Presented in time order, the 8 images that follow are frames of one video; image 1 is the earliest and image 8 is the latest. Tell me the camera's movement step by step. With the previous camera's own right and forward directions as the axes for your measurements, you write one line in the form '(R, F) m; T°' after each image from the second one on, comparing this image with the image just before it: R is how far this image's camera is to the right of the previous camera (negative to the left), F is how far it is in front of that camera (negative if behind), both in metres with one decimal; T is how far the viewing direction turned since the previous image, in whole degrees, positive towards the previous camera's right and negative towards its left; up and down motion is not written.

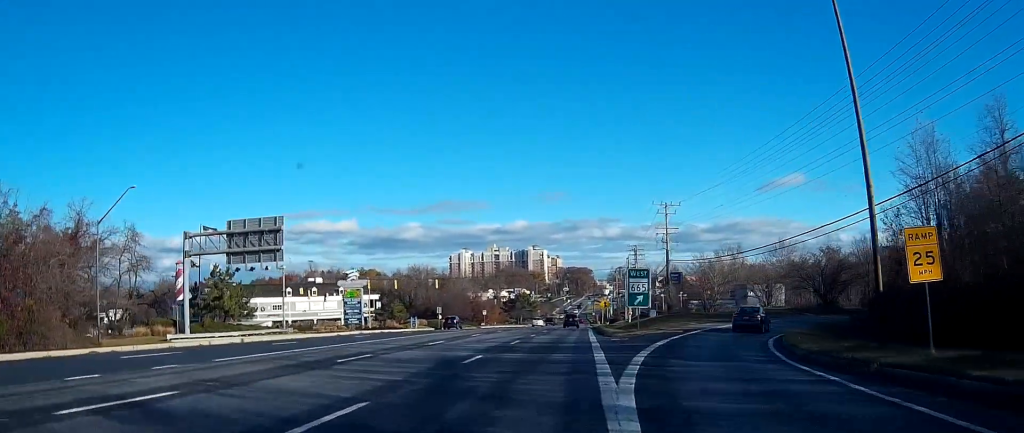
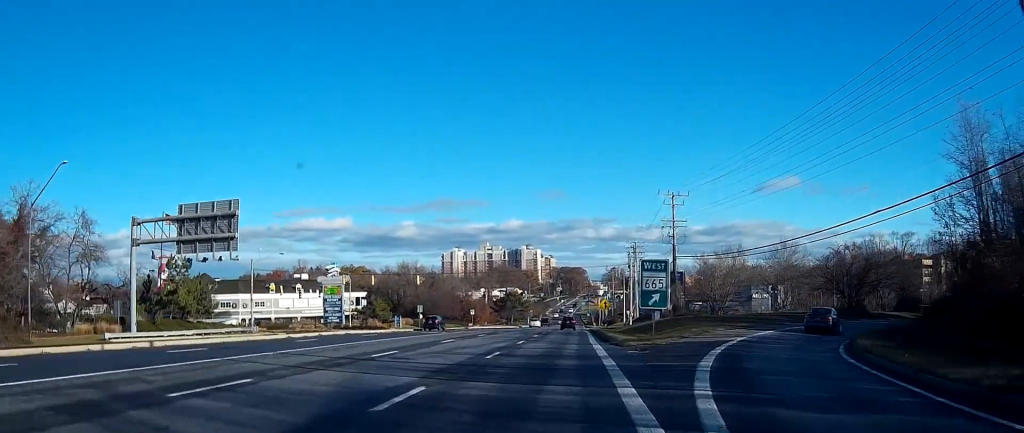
(+0.1, +9.5) m; 0°
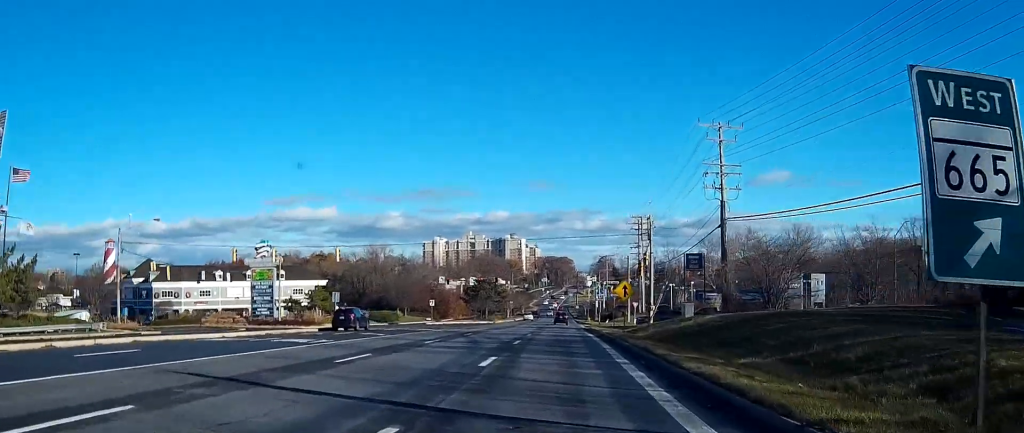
(+0.2, +29.8) m; +1°
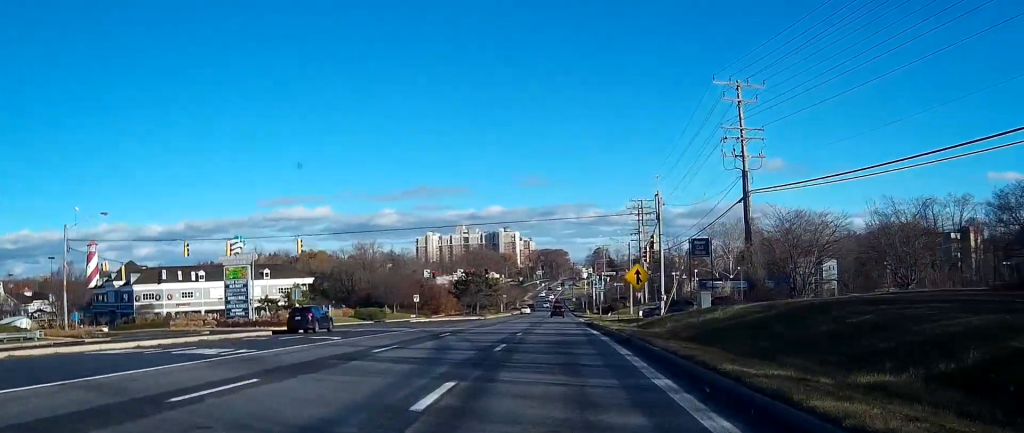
(0.0, +8.4) m; 0°
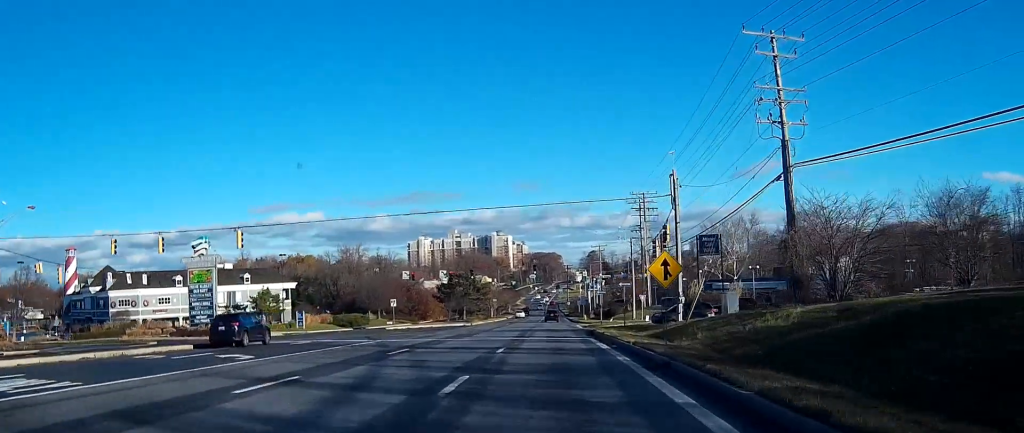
(0.0, +9.8) m; 0°
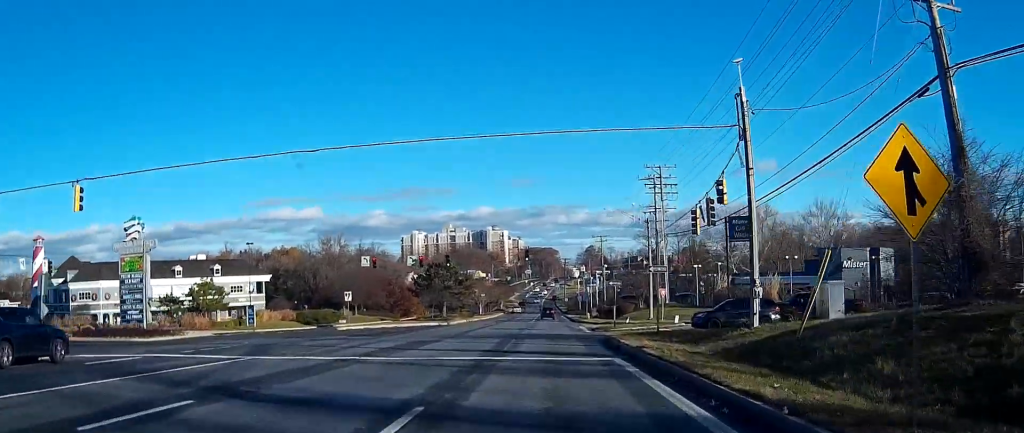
(+0.1, +17.0) m; 0°
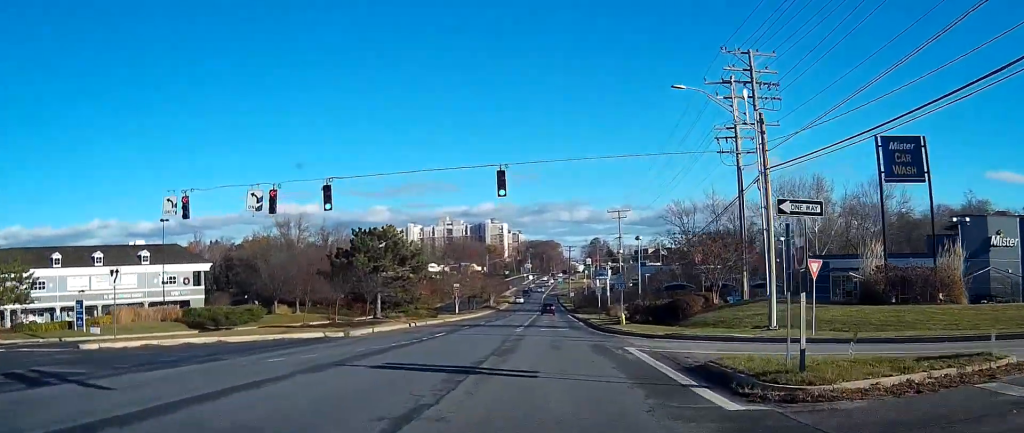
(-0.2, +36.7) m; 0°
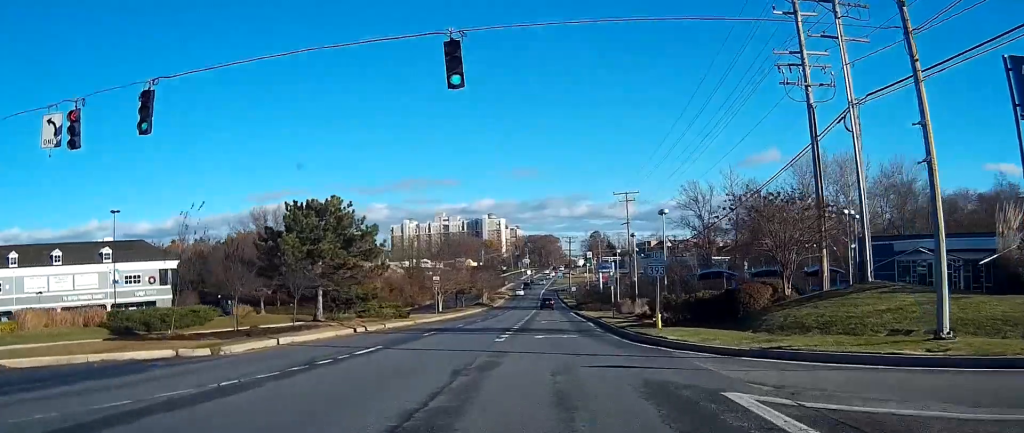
(+0.1, +14.8) m; 0°
